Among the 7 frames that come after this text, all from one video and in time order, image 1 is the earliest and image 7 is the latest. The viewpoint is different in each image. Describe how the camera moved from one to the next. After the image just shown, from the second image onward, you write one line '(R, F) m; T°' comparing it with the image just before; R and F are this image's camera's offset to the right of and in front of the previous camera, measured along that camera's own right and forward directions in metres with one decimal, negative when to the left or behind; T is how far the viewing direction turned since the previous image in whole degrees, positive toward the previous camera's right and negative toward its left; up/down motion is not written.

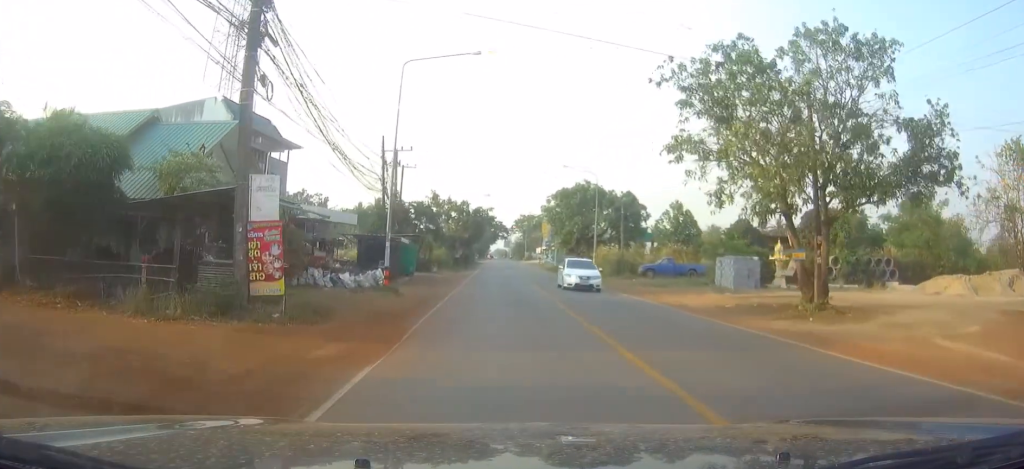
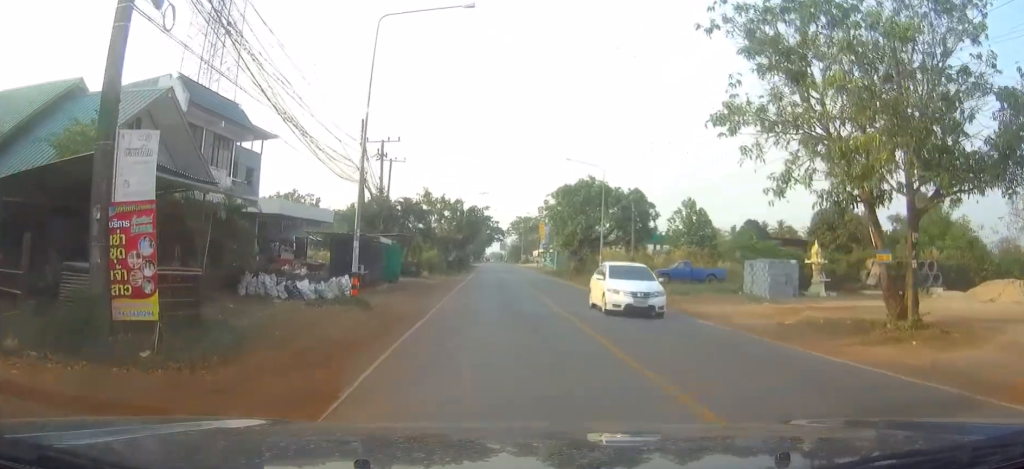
(-0.1, +5.3) m; 0°
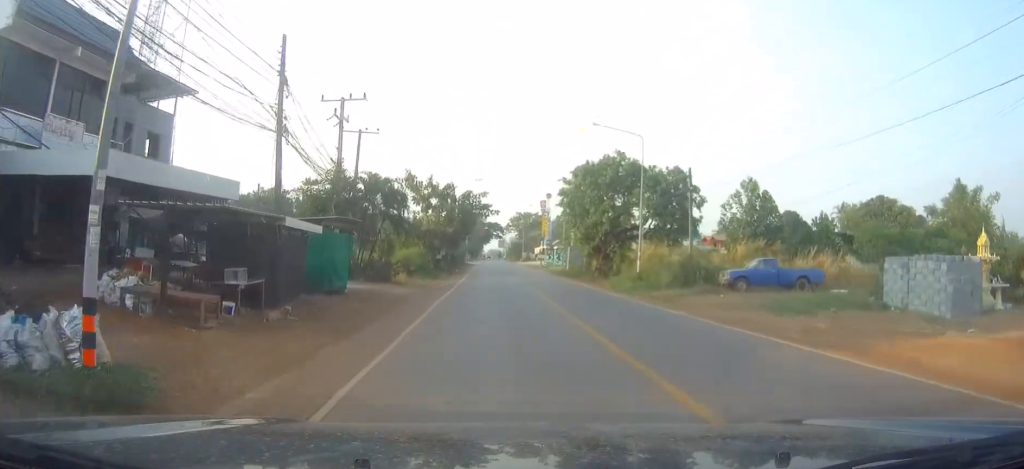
(+0.1, +14.1) m; +1°
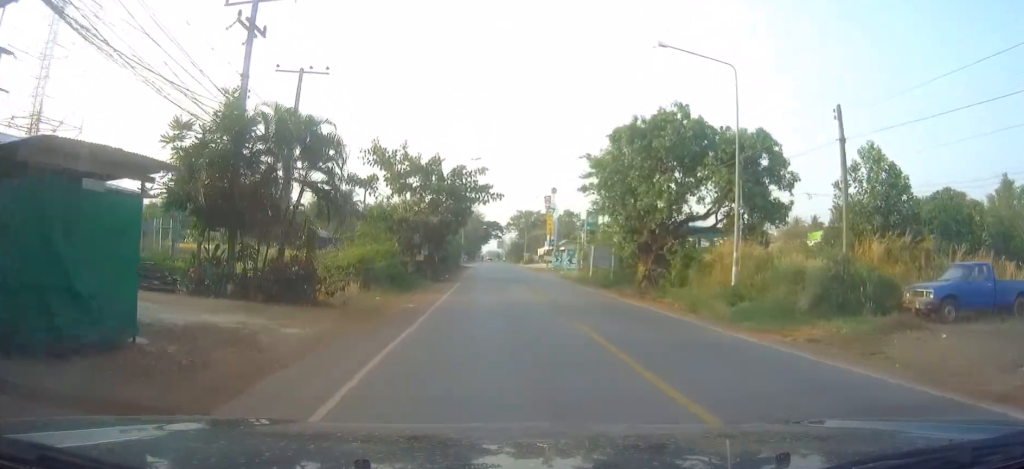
(0.0, +15.1) m; 0°
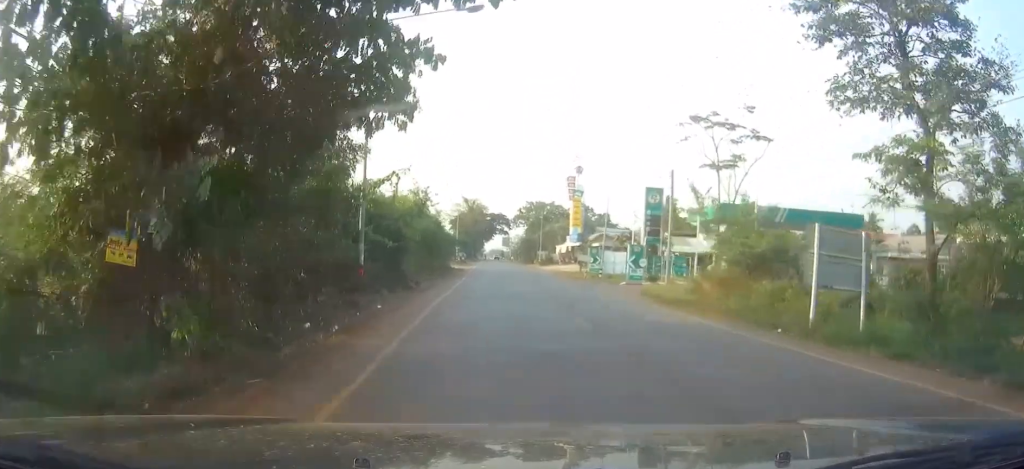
(+0.1, +34.1) m; 0°
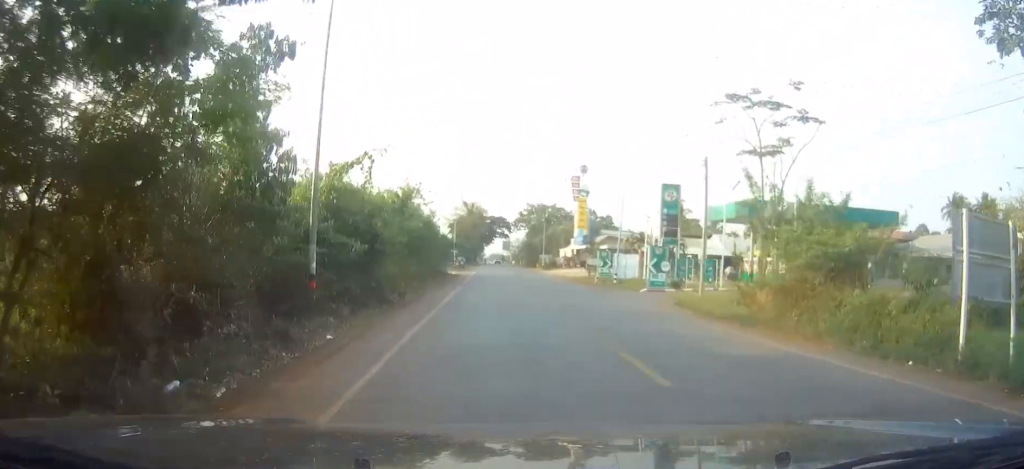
(+0.1, +6.0) m; 0°
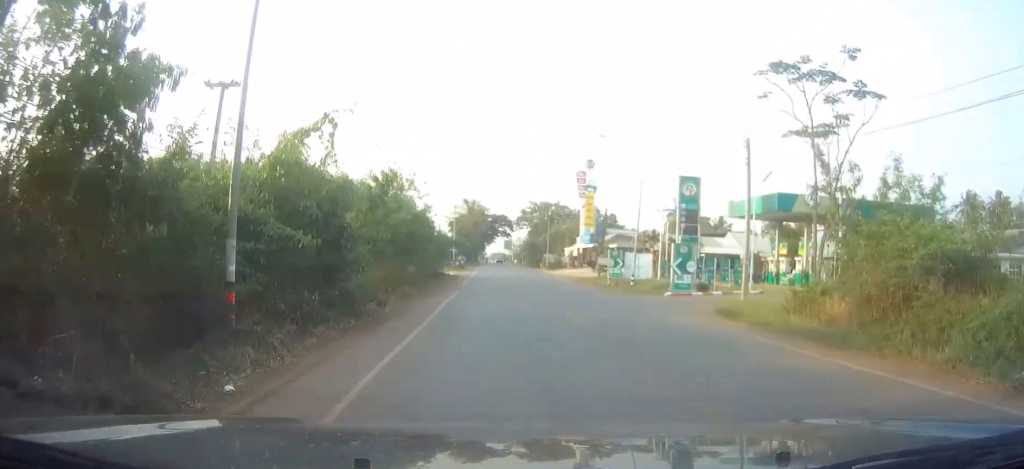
(0.0, +6.1) m; 0°
